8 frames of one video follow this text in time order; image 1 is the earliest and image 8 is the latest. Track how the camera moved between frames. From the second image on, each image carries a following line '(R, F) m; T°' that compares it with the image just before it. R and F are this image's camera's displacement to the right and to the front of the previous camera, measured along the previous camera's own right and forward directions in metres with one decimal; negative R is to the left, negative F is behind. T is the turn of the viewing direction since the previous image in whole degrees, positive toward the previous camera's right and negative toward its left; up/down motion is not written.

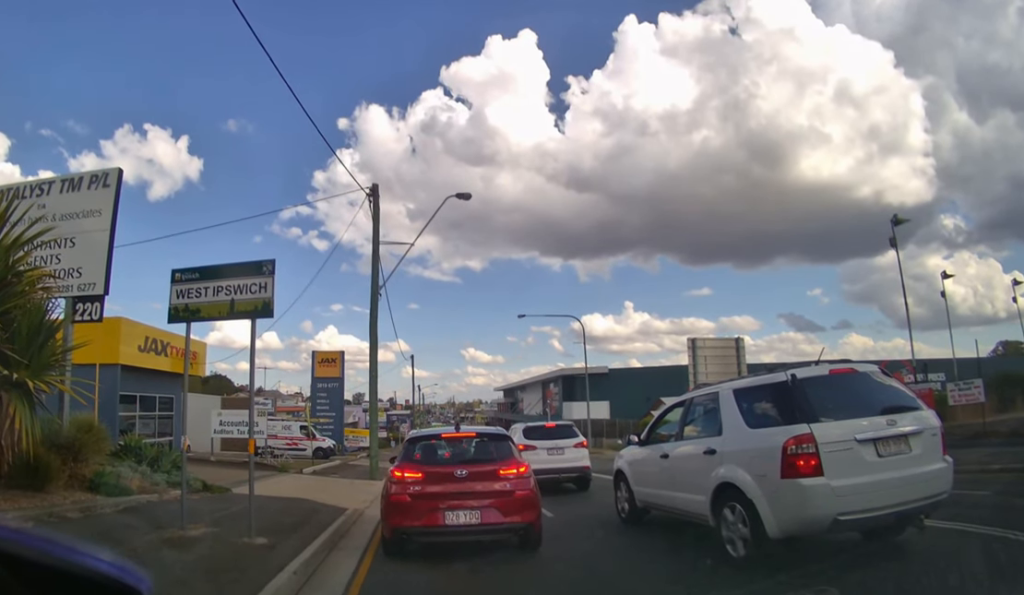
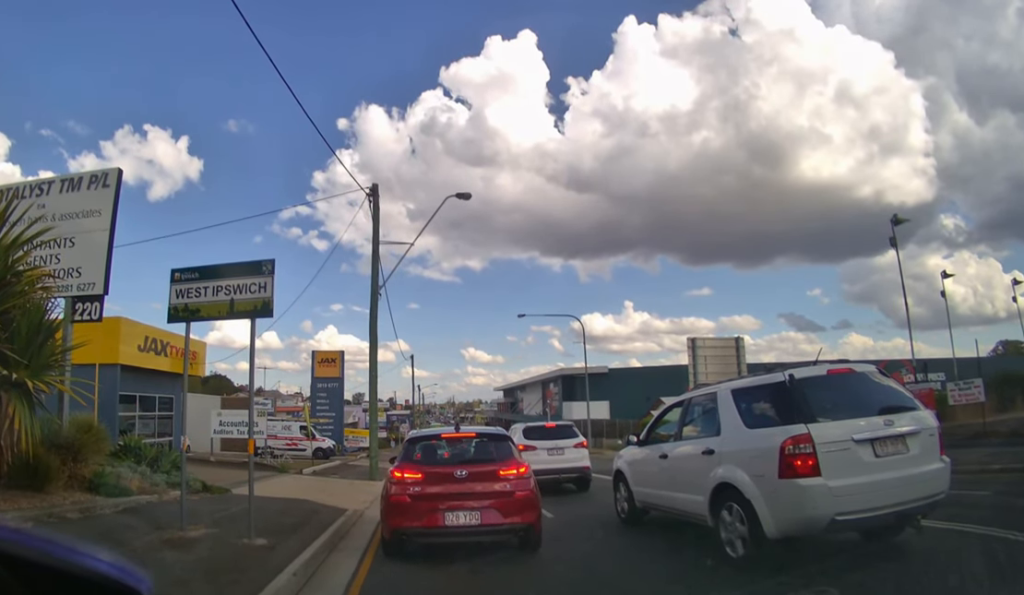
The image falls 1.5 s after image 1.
(0.0, +0.2) m; 0°
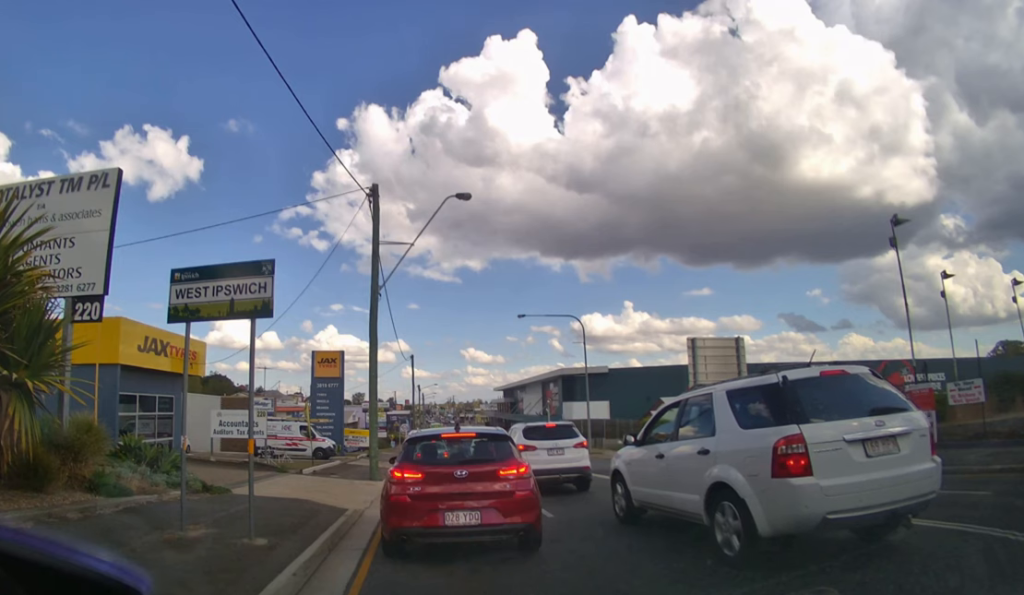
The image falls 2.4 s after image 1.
(0.0, 0.0) m; 0°
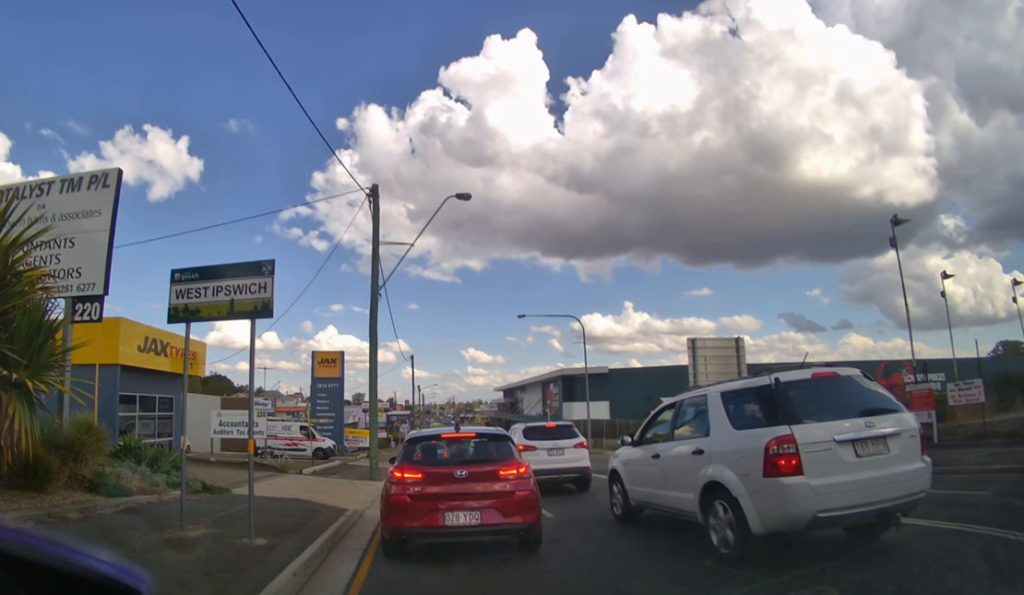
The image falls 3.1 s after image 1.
(0.0, 0.0) m; 0°
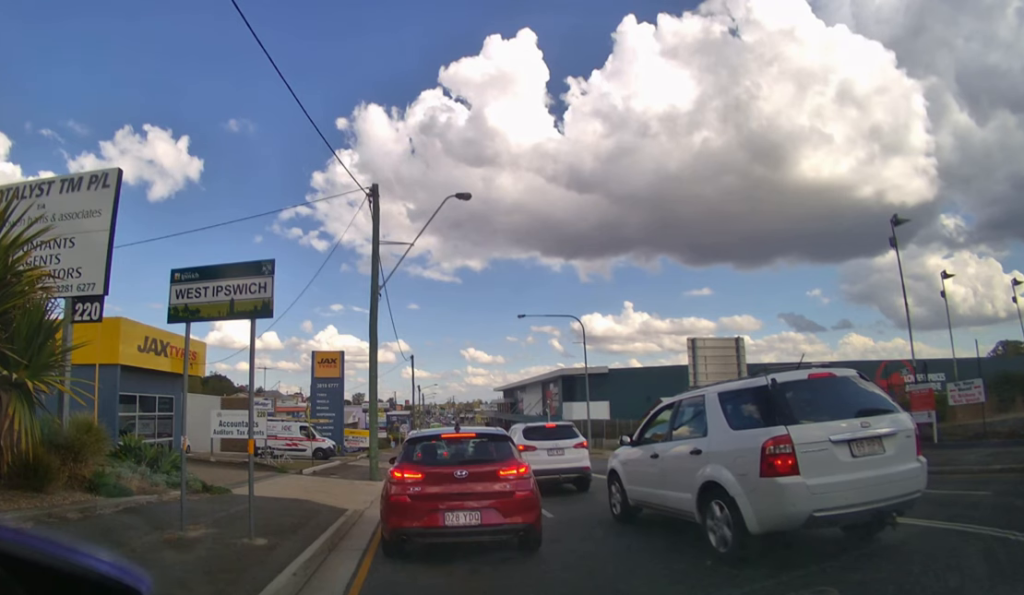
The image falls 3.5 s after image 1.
(0.0, 0.0) m; 0°
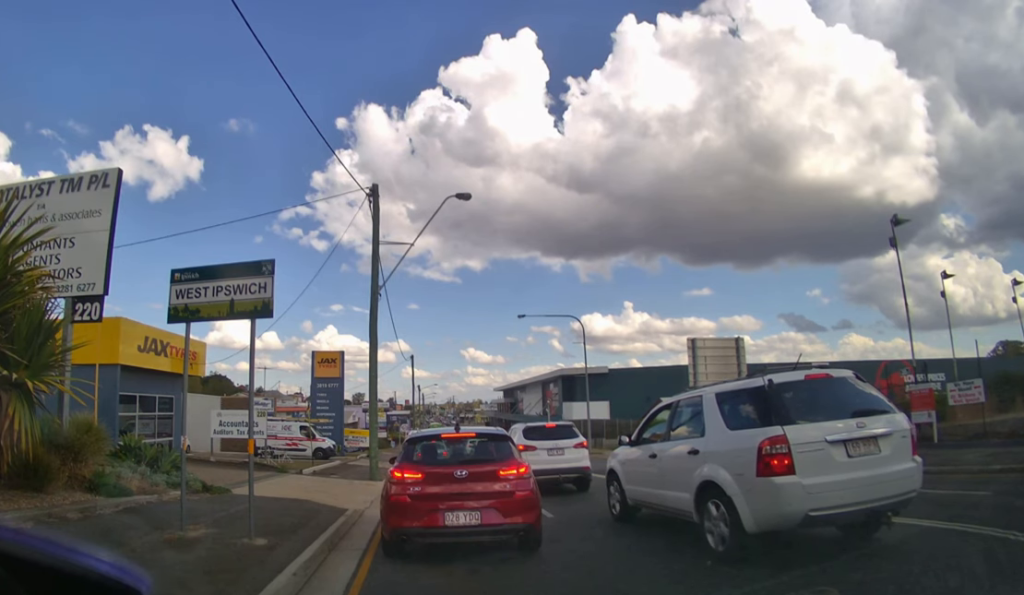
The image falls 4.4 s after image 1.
(0.0, 0.0) m; 0°
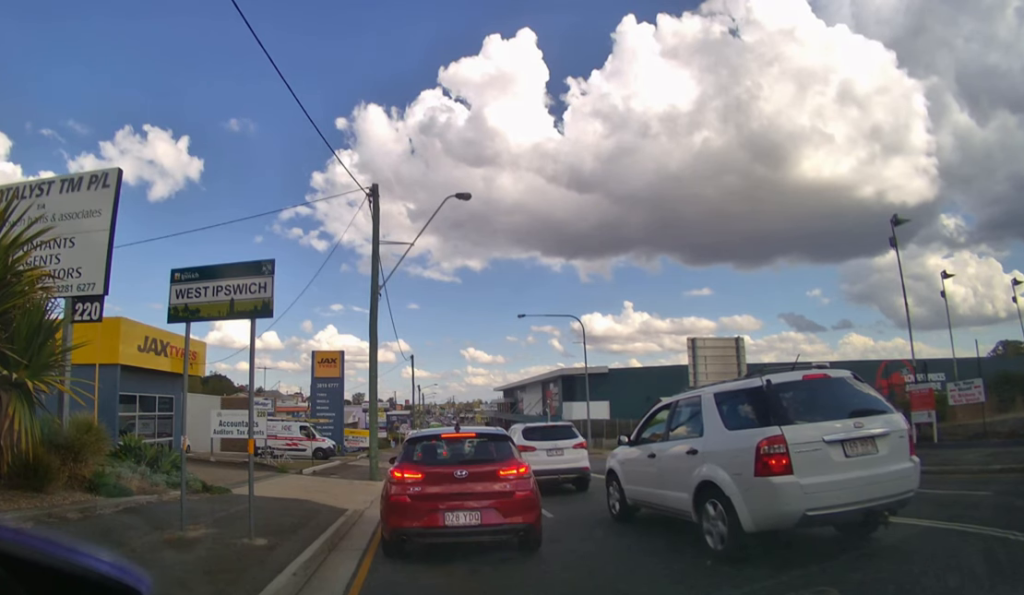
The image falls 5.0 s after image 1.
(0.0, 0.0) m; 0°
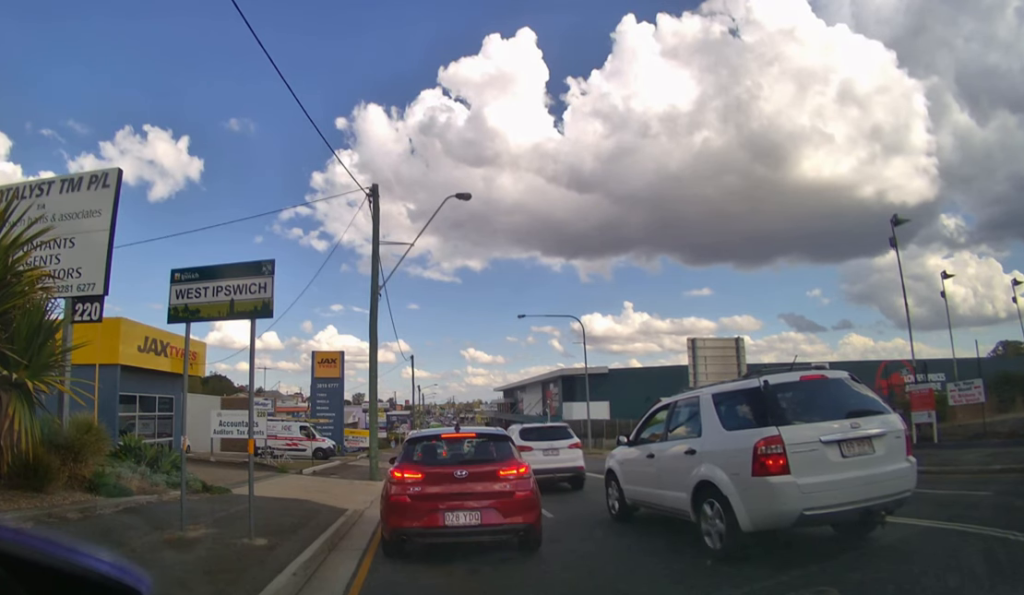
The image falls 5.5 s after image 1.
(0.0, 0.0) m; 0°
